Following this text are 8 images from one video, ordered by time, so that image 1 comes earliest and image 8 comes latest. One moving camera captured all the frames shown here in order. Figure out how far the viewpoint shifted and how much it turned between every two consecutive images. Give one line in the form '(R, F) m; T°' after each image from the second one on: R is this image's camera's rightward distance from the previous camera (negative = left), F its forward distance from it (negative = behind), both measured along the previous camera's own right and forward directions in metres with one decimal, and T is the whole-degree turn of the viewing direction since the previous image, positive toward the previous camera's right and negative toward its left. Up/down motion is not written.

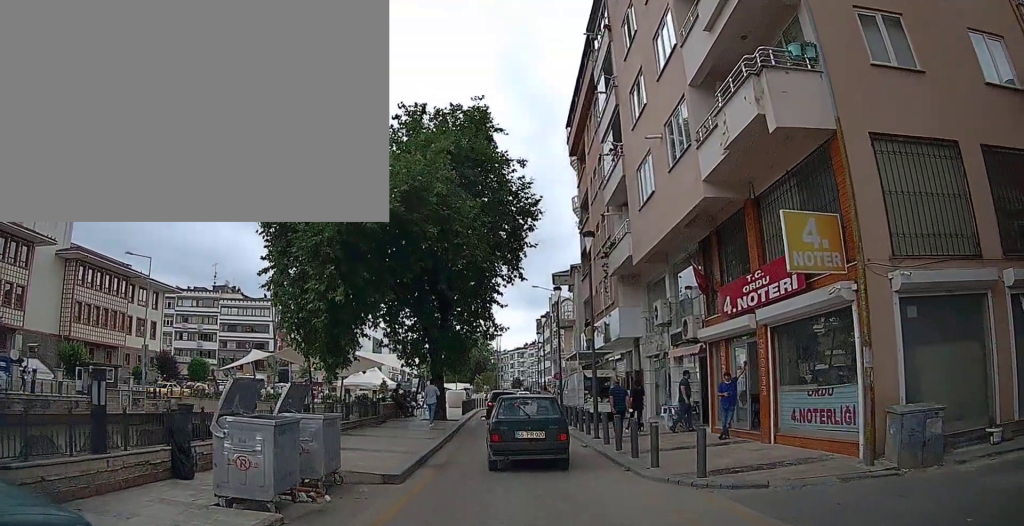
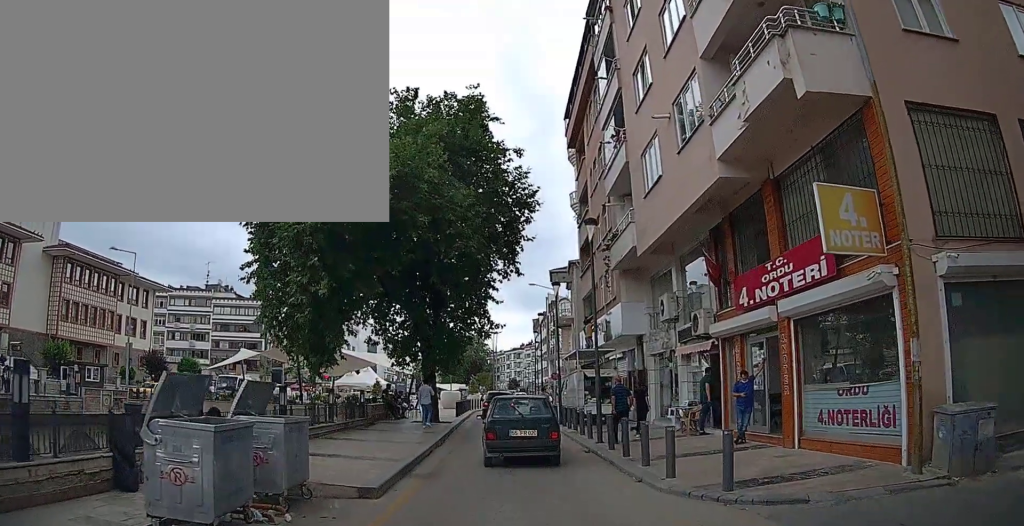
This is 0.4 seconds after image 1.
(0.0, +1.1) m; -4°
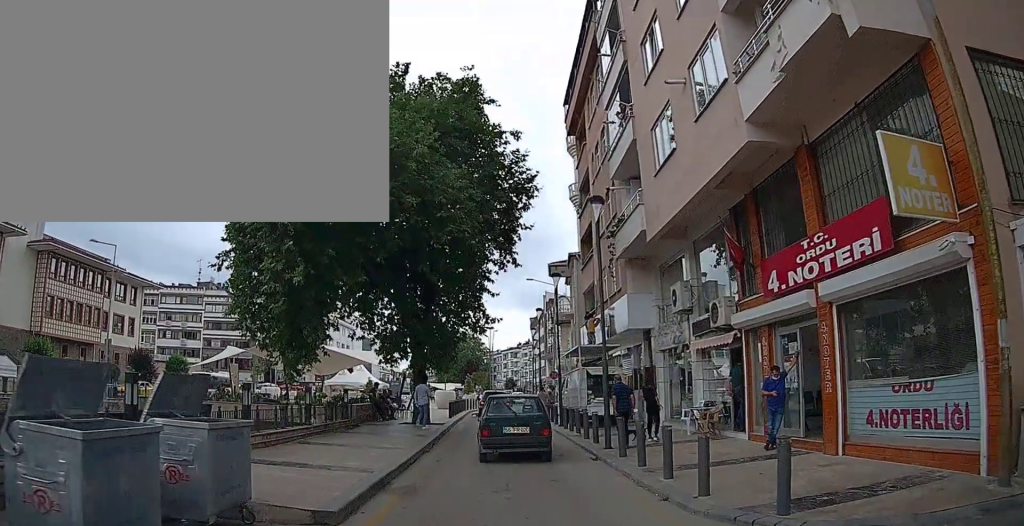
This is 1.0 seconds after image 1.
(0.0, +1.5) m; -4°
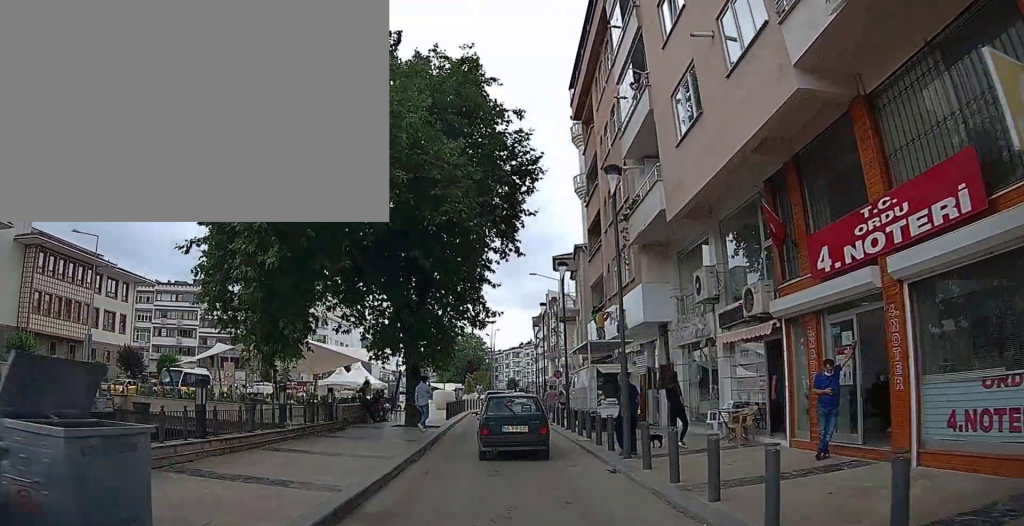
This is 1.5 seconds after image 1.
(-0.1, +1.7) m; 0°
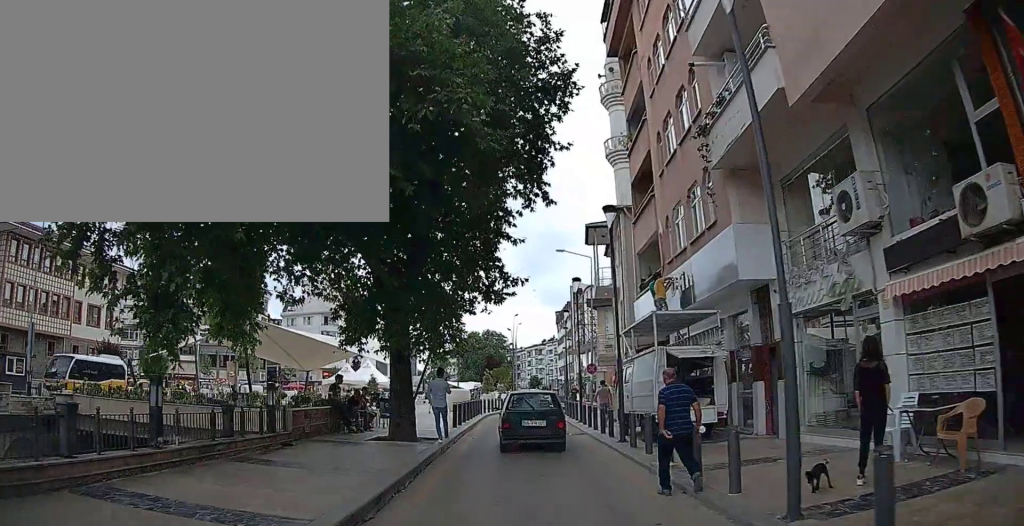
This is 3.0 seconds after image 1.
(+0.1, +5.8) m; -3°
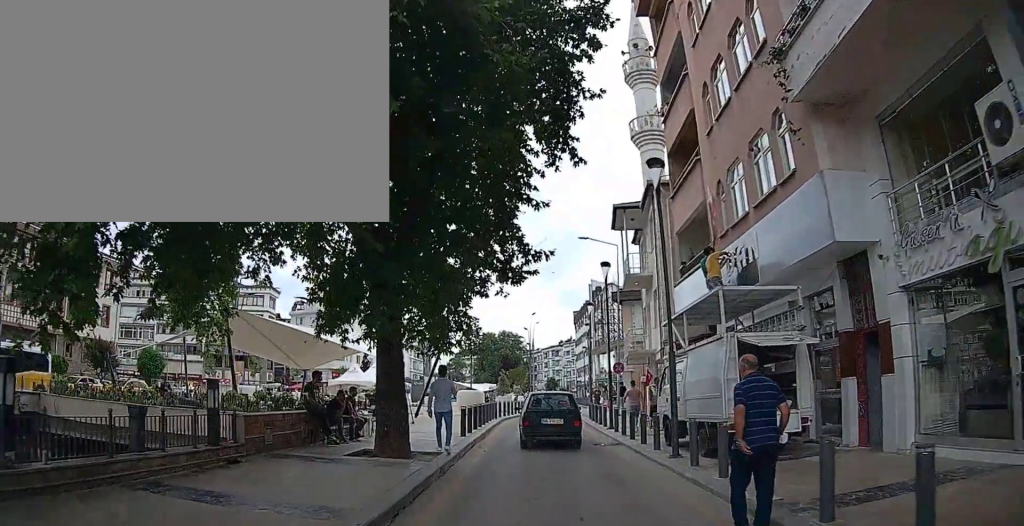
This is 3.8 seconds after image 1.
(-0.2, +3.3) m; -6°
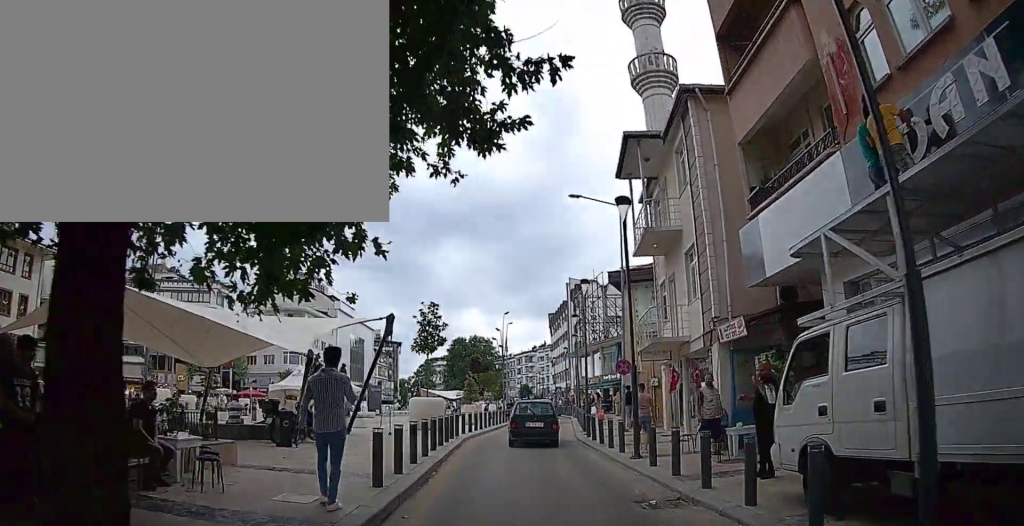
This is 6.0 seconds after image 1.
(-0.1, +8.2) m; +5°
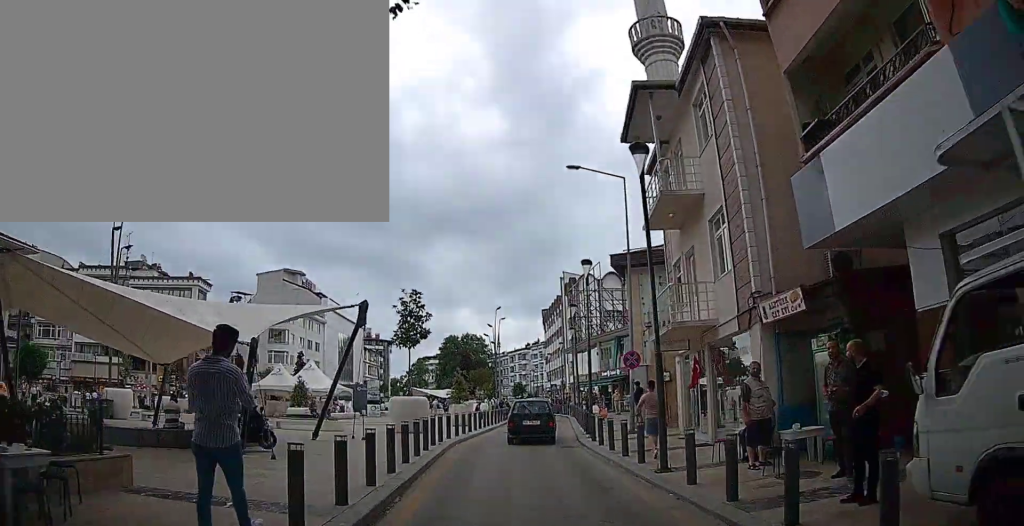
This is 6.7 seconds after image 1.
(+0.1, +2.6) m; +6°
